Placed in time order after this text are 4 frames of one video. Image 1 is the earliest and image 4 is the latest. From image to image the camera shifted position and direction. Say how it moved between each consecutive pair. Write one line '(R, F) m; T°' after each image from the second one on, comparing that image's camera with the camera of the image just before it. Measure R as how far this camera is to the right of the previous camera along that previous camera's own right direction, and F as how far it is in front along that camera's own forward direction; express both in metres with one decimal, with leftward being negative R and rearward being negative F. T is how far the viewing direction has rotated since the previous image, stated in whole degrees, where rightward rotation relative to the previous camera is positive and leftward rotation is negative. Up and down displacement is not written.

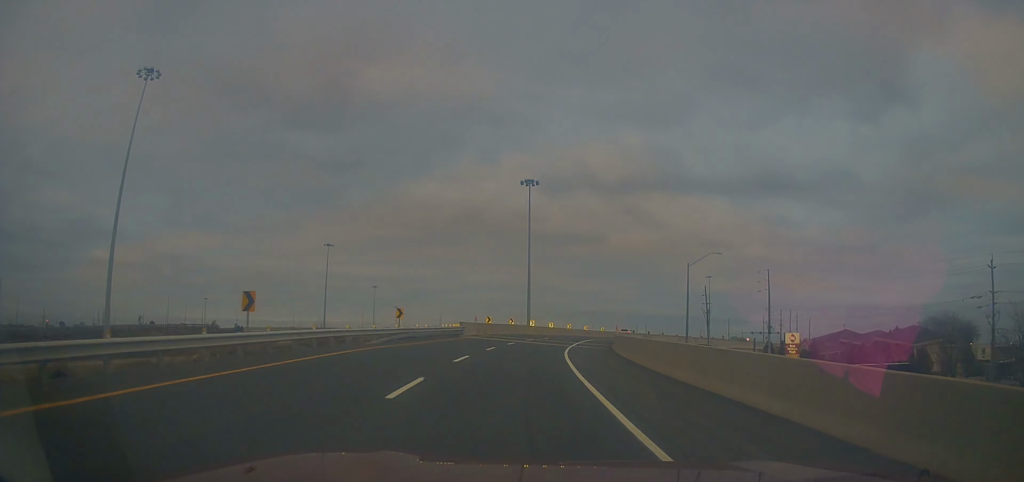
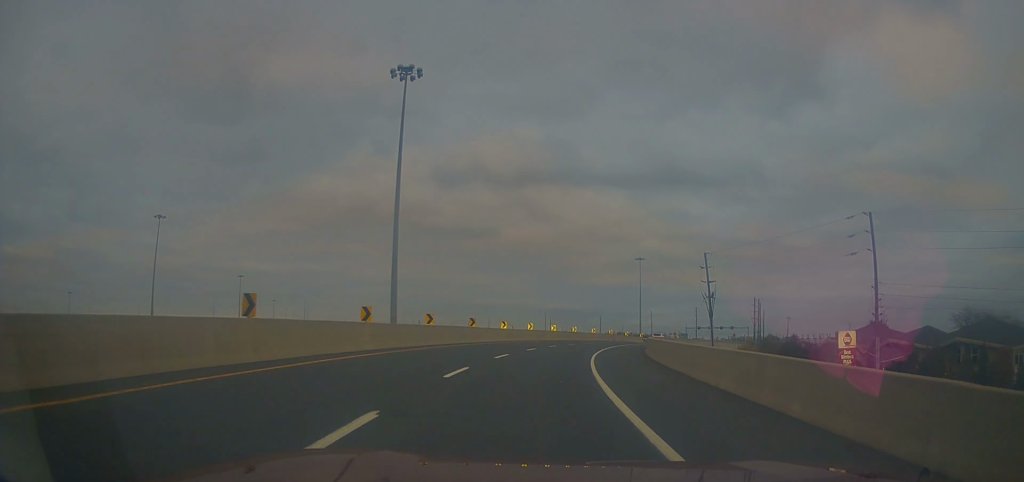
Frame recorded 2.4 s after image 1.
(+5.5, +48.6) m; +13°
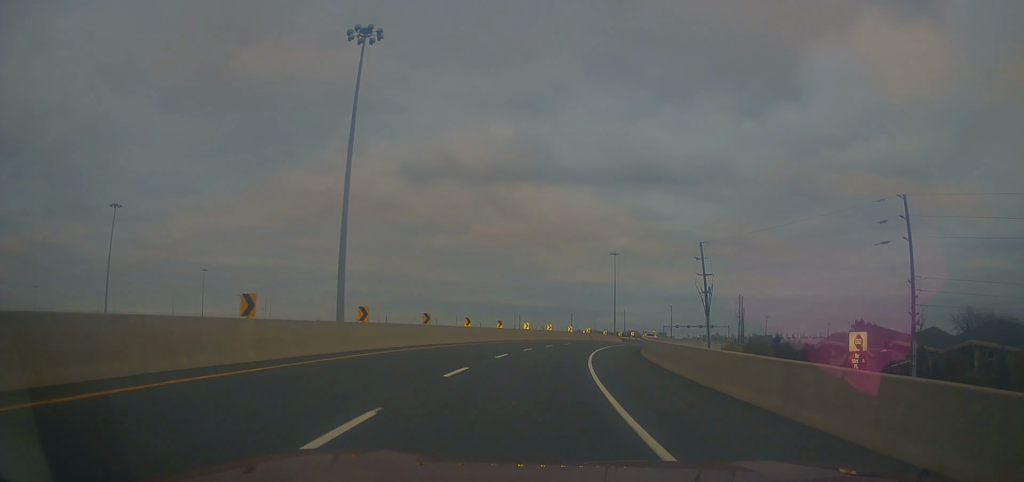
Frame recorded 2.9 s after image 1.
(-0.5, +8.5) m; +3°
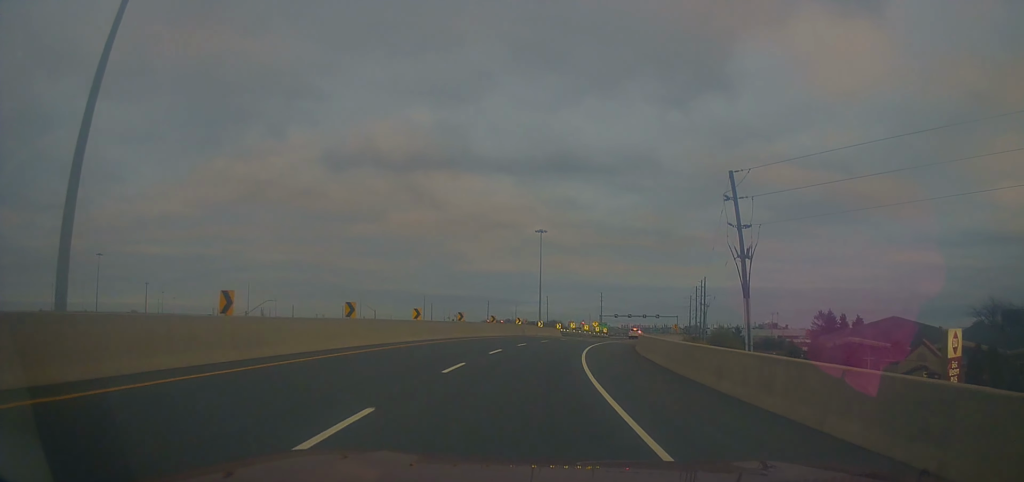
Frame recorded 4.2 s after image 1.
(+2.9, +26.3) m; +8°
